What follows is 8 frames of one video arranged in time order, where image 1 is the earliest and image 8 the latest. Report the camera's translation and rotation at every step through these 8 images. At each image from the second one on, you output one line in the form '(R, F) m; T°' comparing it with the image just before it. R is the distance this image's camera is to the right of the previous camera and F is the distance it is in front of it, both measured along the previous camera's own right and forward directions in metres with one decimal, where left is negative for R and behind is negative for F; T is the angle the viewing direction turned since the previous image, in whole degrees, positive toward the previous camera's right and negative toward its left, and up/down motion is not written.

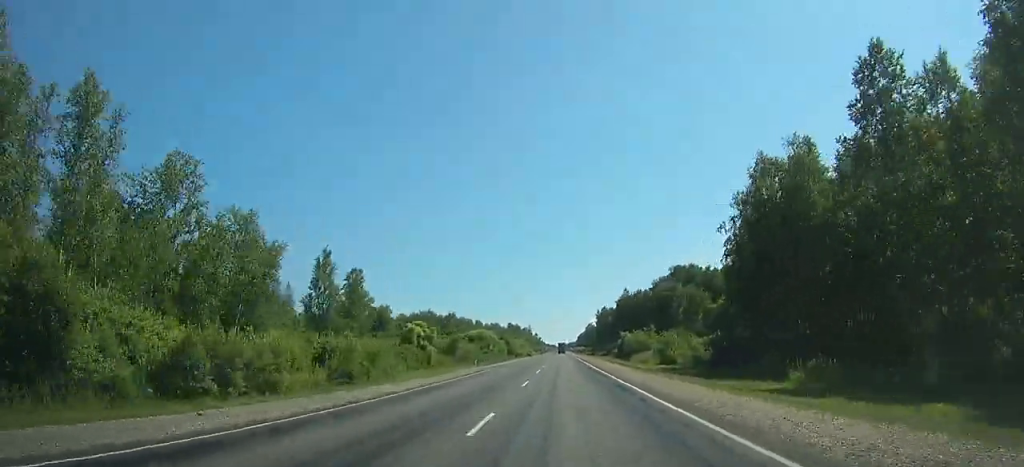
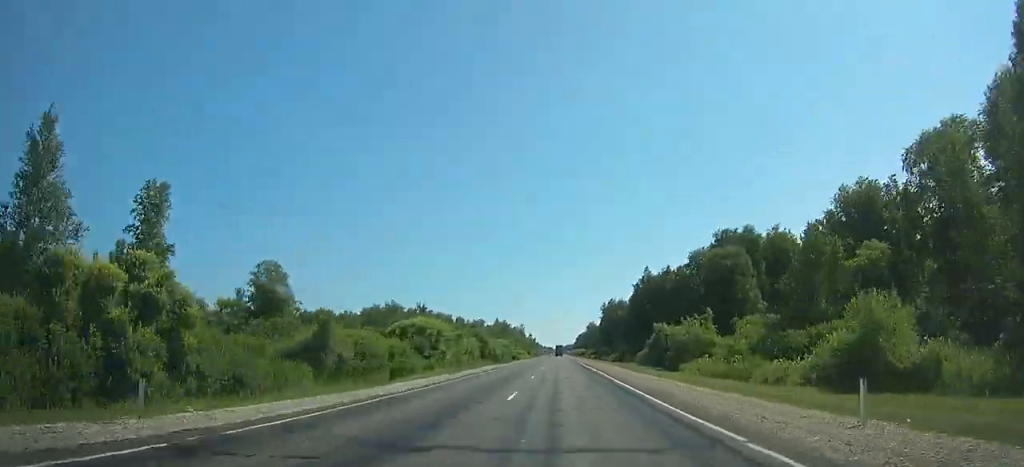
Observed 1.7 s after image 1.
(0.0, +40.8) m; 0°
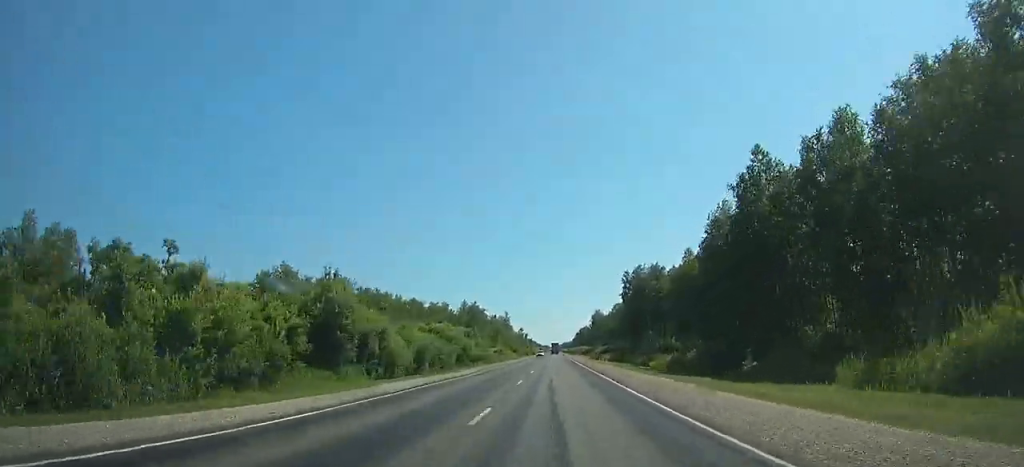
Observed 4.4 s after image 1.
(+0.2, +62.6) m; 0°
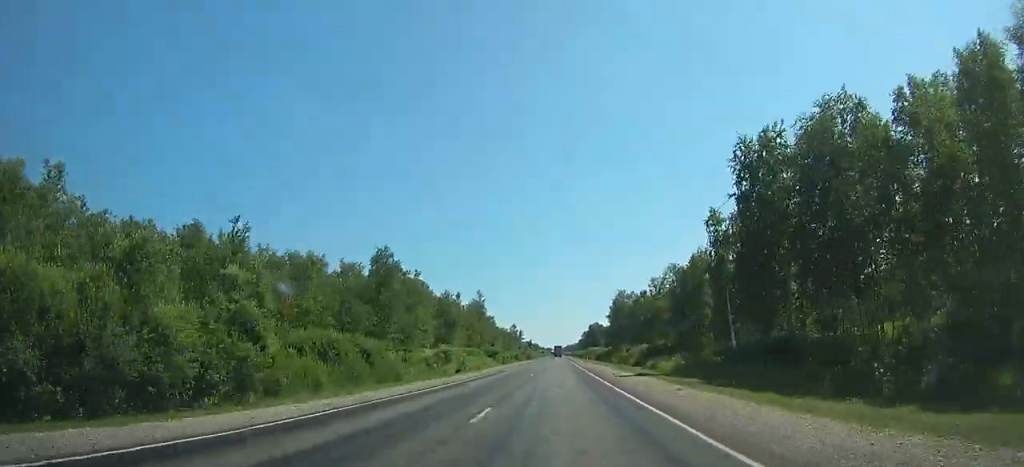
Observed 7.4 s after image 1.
(+0.1, +65.7) m; 0°
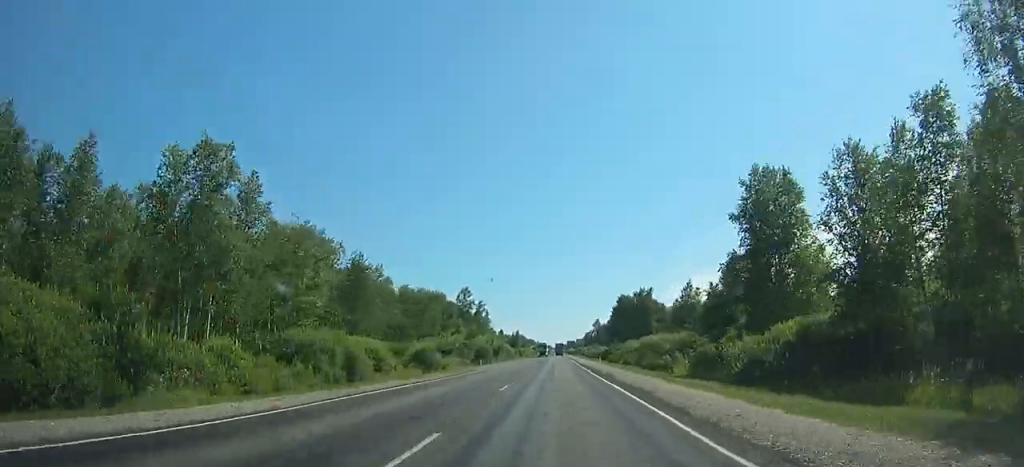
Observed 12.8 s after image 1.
(+0.5, +113.4) m; 0°
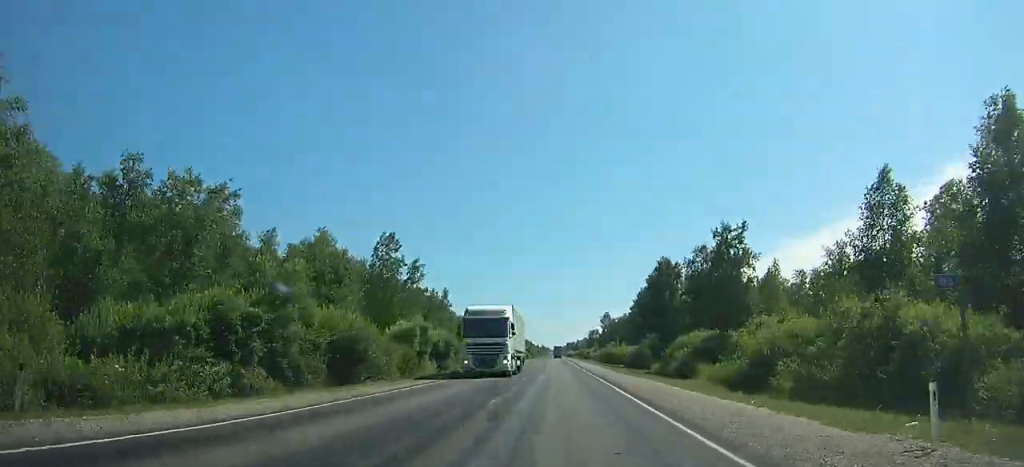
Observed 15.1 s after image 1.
(-0.7, +57.3) m; +1°
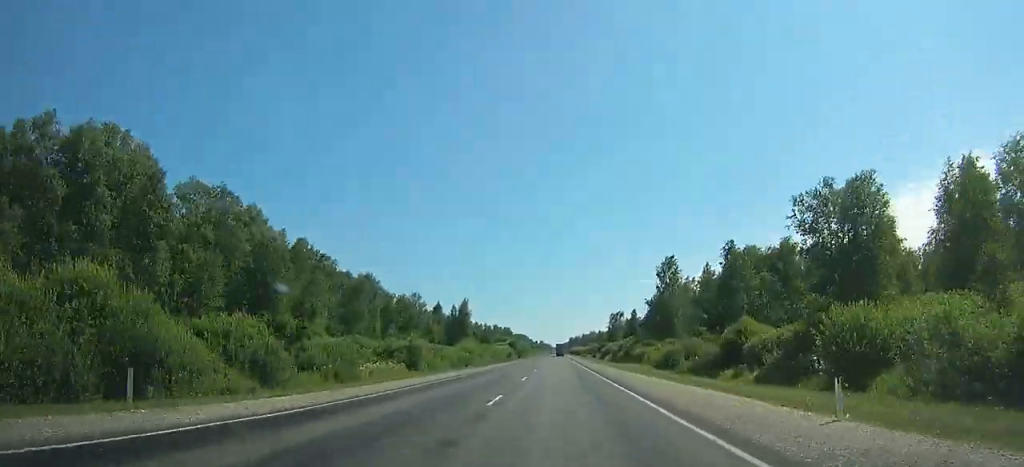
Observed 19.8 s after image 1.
(+0.2, +118.8) m; -2°
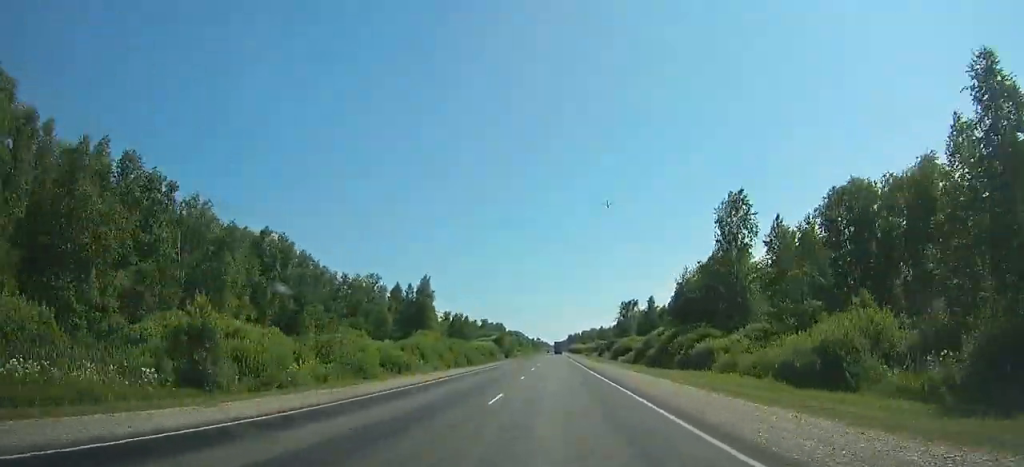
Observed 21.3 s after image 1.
(-2.0, +37.5) m; -1°
